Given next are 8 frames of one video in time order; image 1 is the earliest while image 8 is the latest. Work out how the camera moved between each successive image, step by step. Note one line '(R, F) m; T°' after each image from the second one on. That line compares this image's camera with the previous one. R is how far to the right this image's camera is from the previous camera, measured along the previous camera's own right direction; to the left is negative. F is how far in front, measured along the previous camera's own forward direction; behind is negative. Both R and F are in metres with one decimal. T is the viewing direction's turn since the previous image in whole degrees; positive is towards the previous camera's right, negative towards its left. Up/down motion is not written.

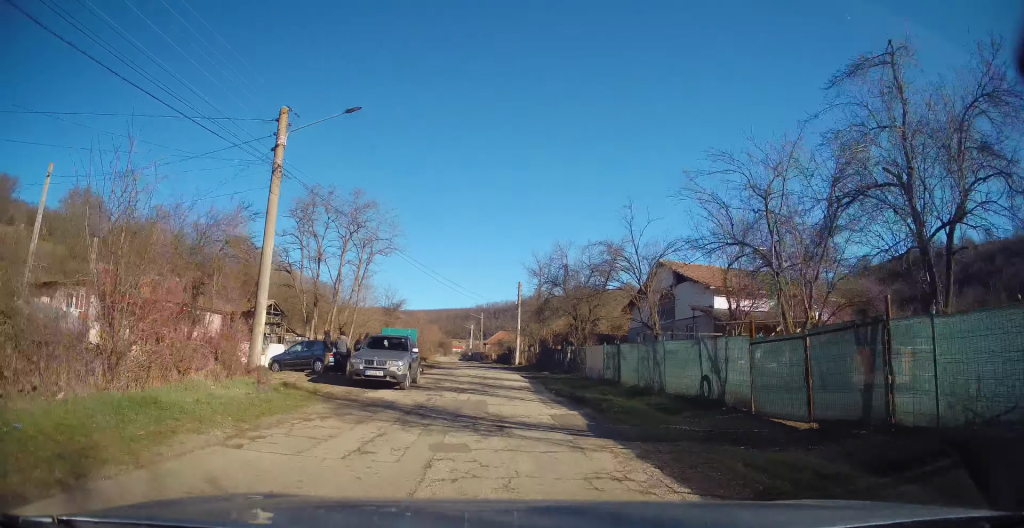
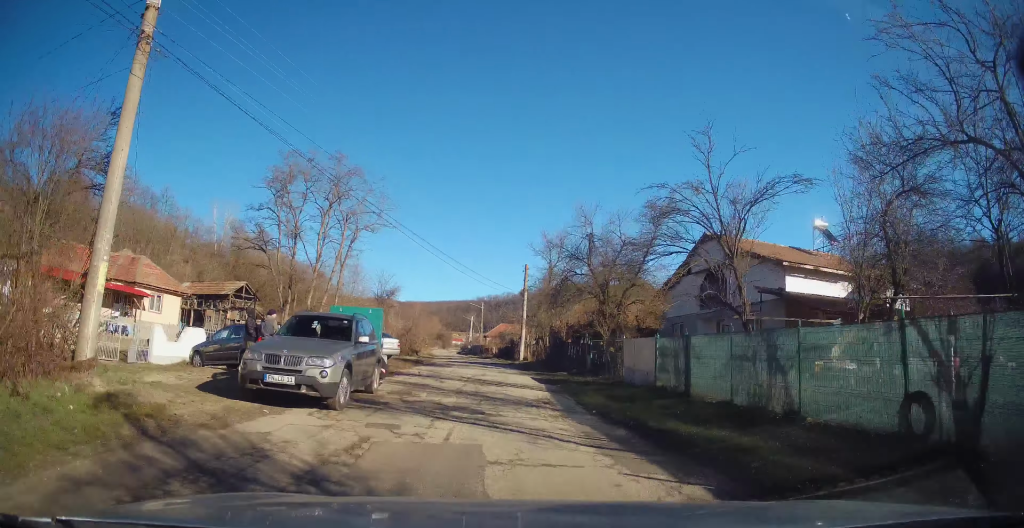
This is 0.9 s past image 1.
(0.0, +7.0) m; 0°
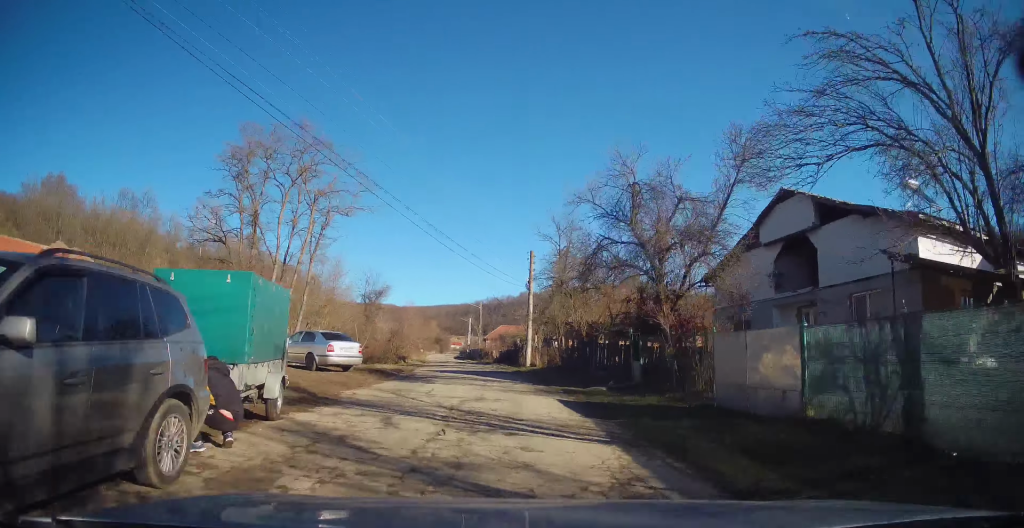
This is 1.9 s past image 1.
(0.0, +7.7) m; +1°
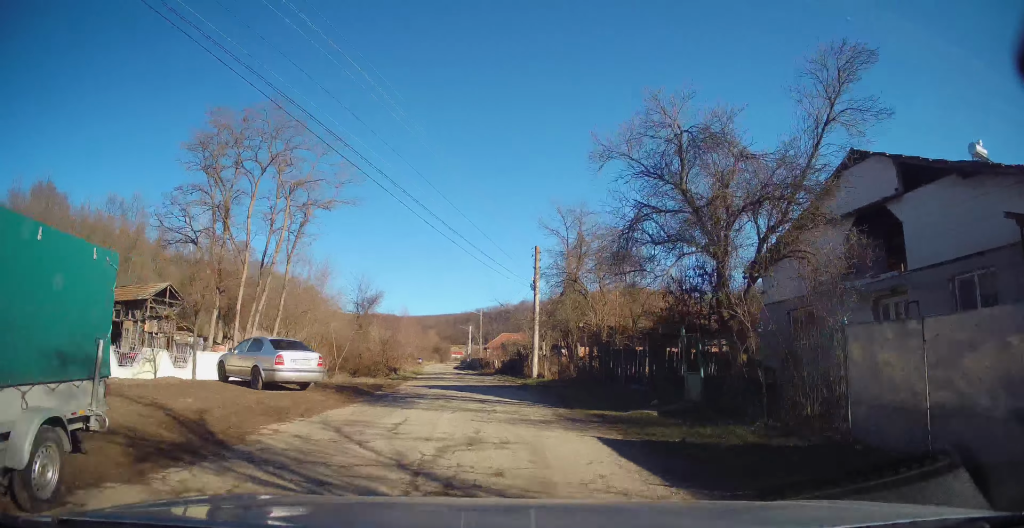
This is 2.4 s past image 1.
(-0.2, +4.5) m; +1°
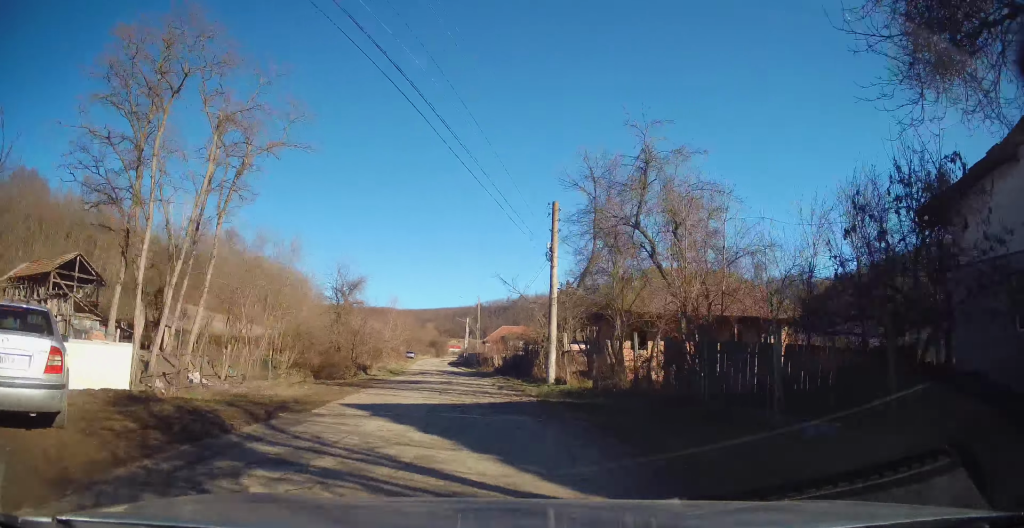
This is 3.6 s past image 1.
(+0.4, +9.7) m; -1°
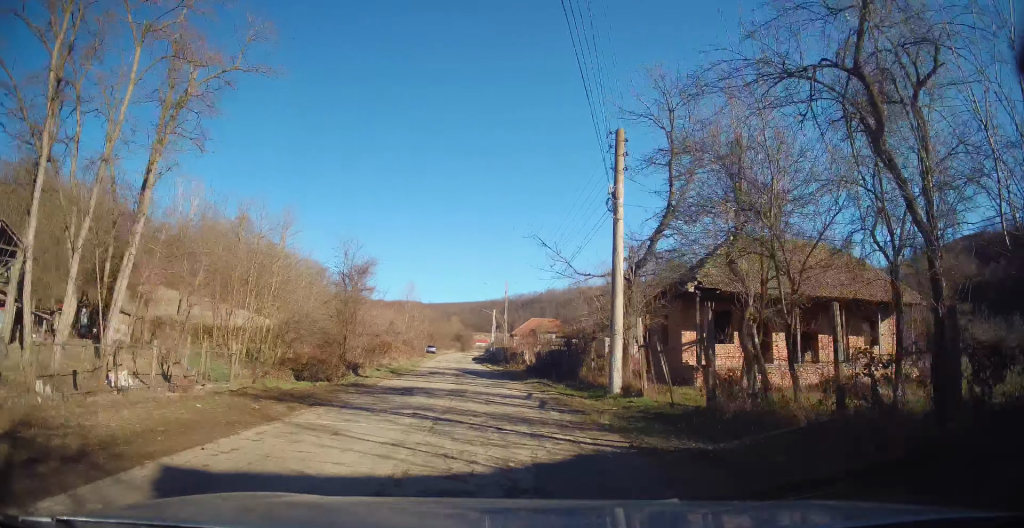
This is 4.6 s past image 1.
(-0.4, +8.0) m; -3°
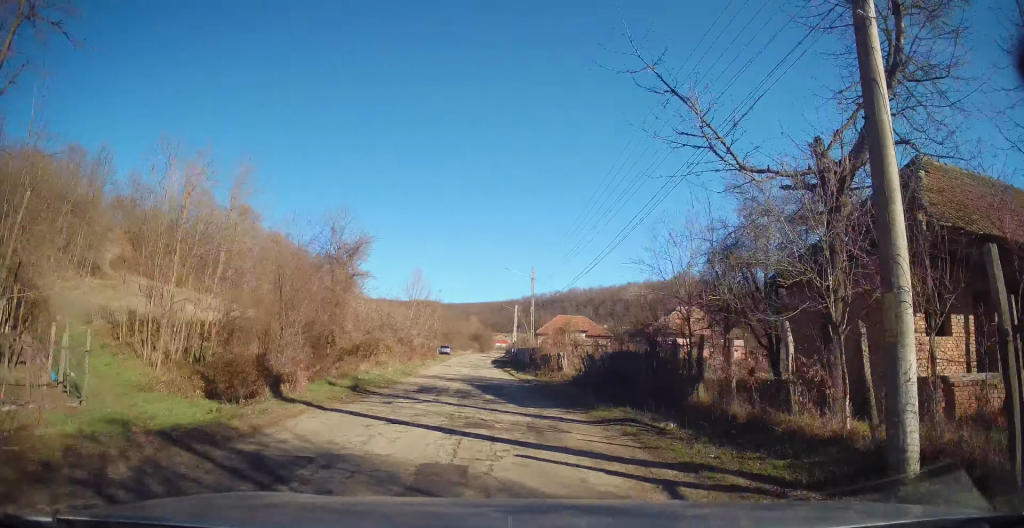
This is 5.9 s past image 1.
(0.0, +10.9) m; 0°
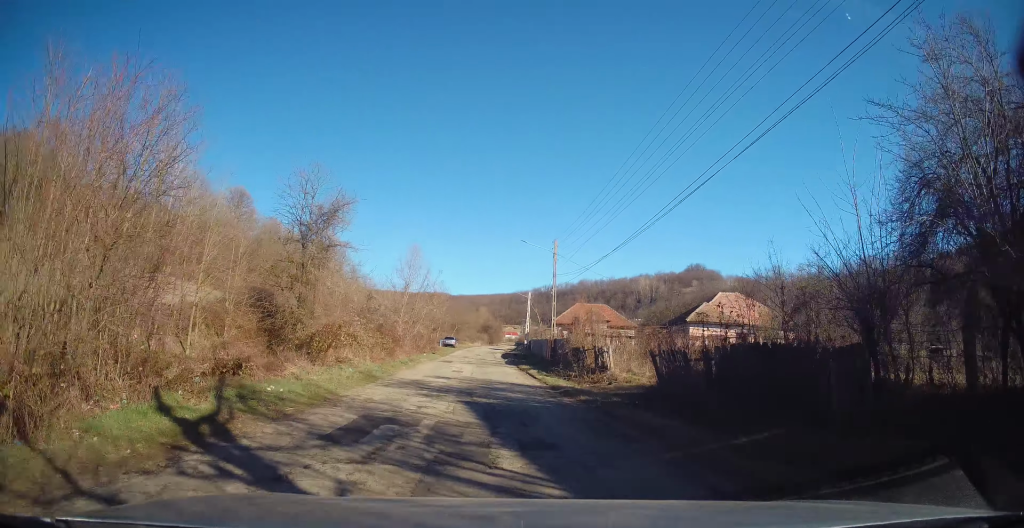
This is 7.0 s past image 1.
(0.0, +9.1) m; -2°
